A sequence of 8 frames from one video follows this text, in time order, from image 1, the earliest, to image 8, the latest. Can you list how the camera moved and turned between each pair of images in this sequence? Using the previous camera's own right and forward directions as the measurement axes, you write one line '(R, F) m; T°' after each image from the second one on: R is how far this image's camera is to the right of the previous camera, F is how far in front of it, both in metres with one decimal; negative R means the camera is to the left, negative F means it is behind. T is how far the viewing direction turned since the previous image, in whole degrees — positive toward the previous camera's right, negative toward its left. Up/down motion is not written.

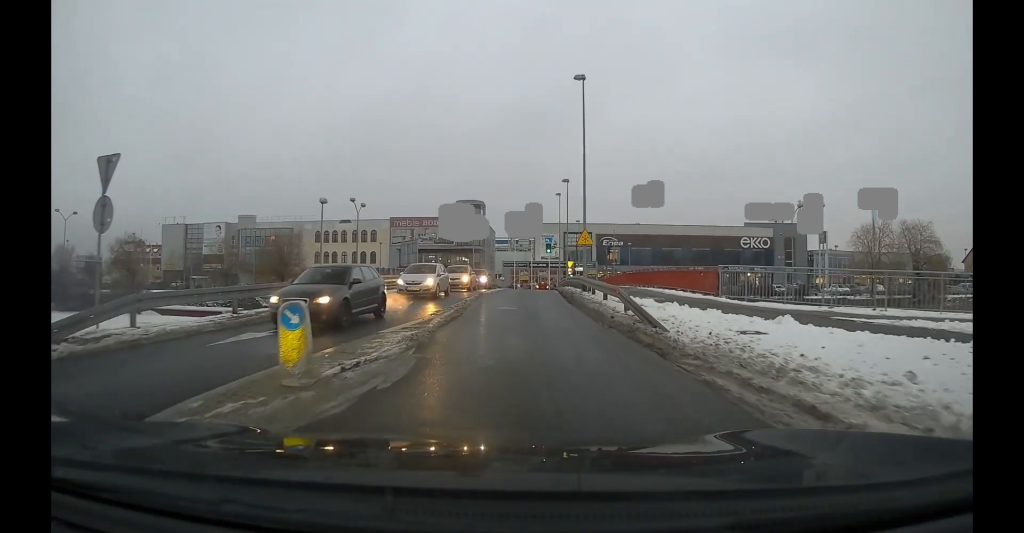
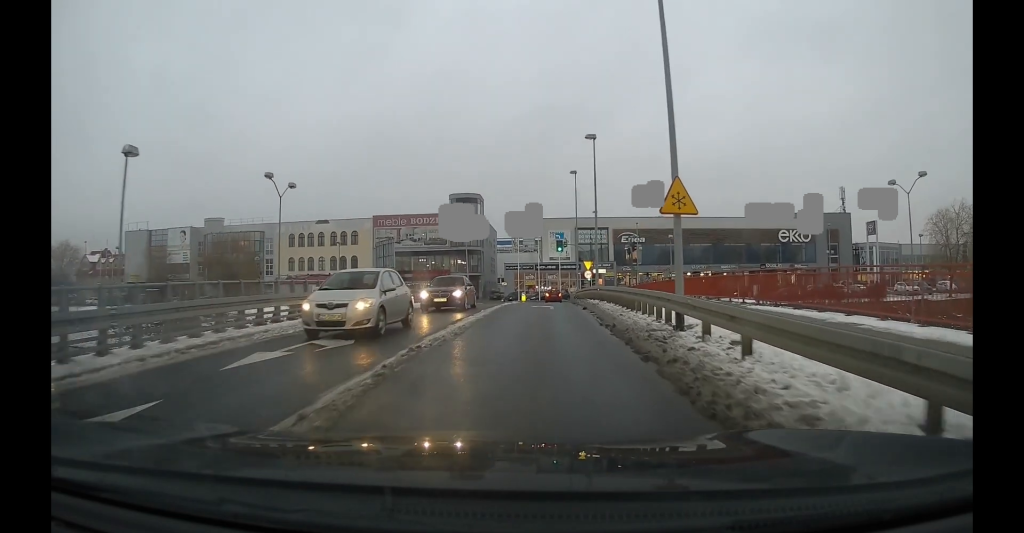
(-0.2, +16.3) m; 0°
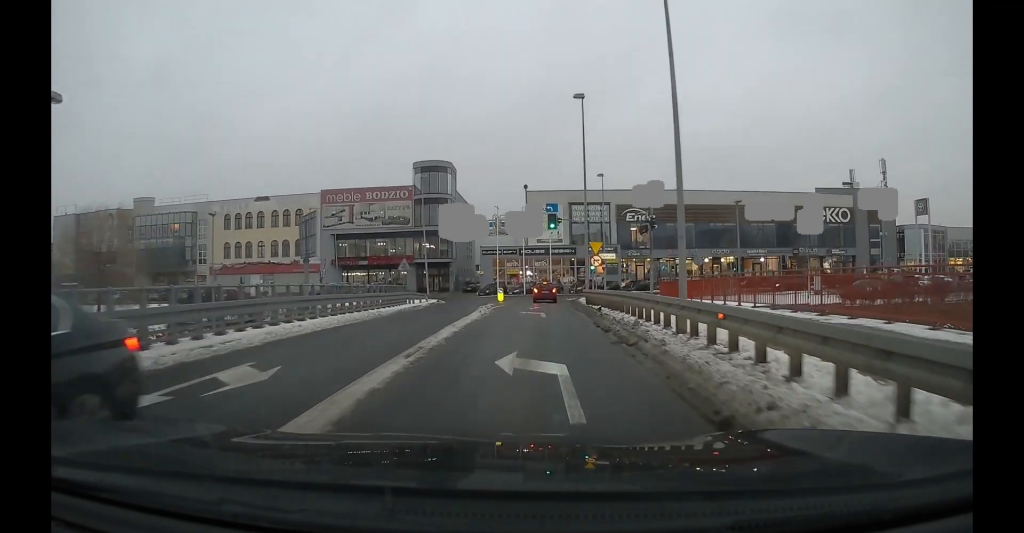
(+0.1, +18.8) m; 0°
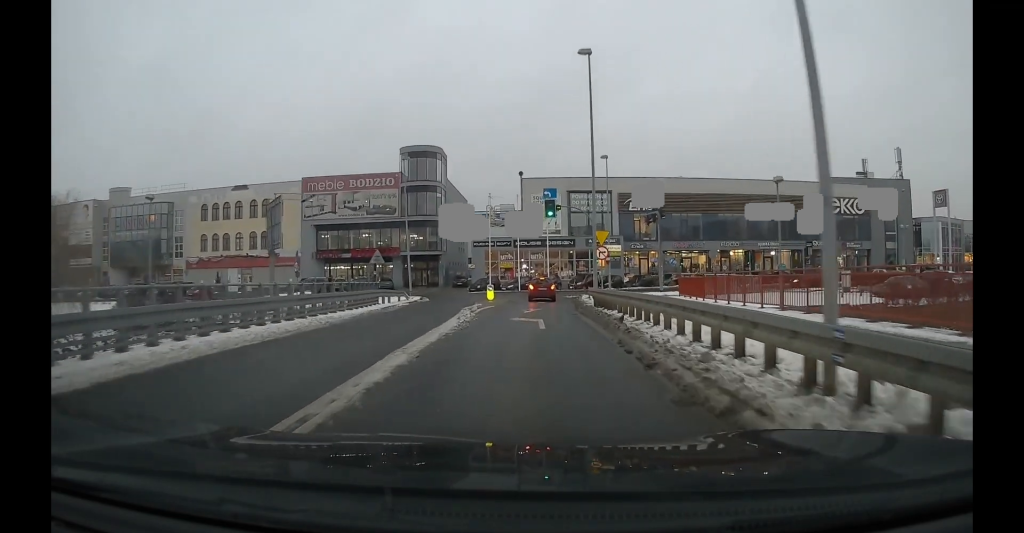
(0.0, +5.6) m; 0°
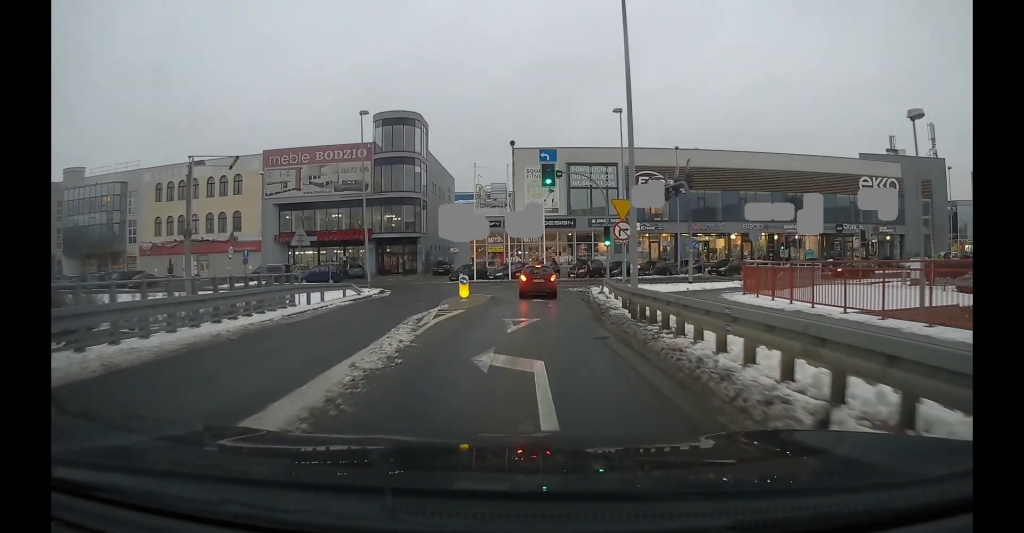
(0.0, +10.4) m; 0°
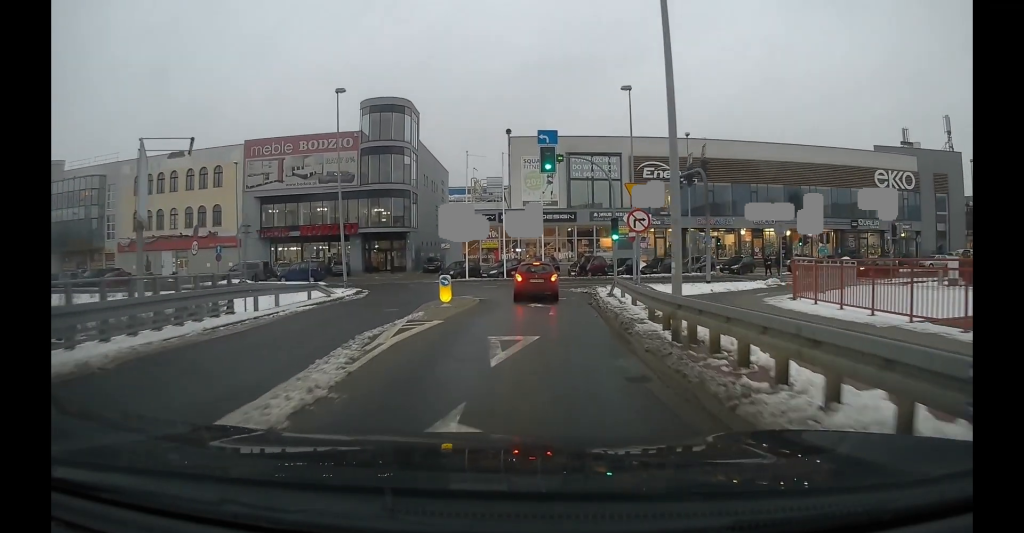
(0.0, +4.5) m; 0°
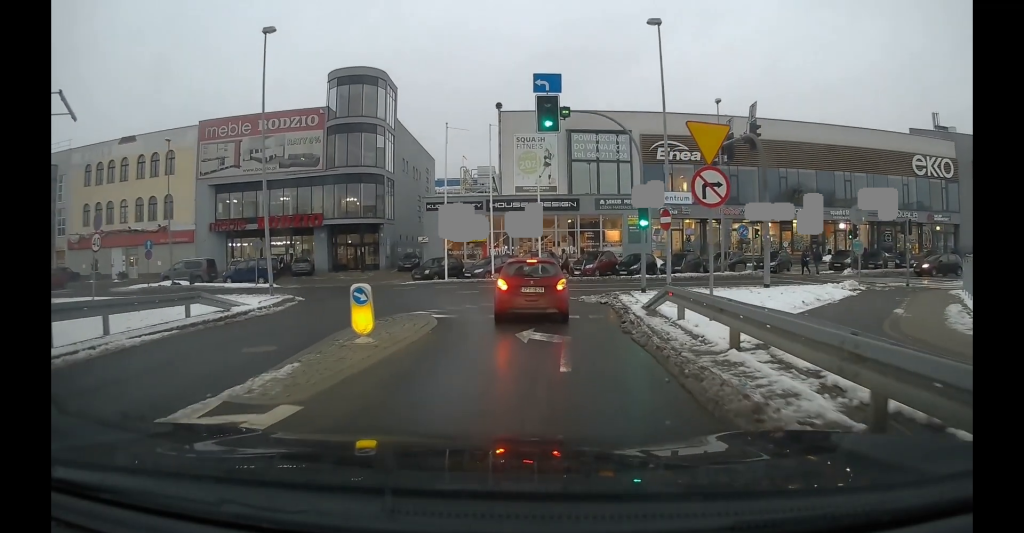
(+0.1, +10.4) m; 0°
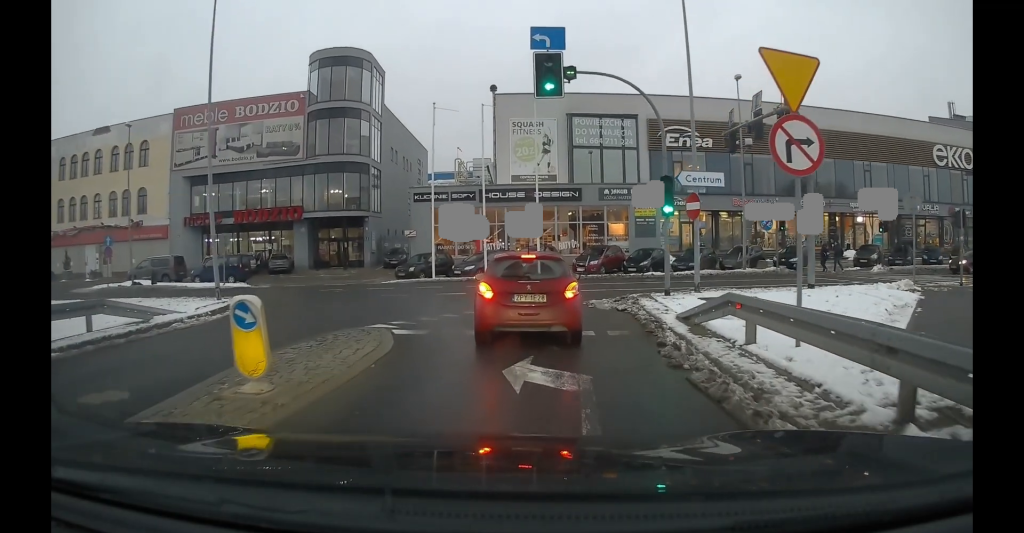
(0.0, +5.8) m; 0°
